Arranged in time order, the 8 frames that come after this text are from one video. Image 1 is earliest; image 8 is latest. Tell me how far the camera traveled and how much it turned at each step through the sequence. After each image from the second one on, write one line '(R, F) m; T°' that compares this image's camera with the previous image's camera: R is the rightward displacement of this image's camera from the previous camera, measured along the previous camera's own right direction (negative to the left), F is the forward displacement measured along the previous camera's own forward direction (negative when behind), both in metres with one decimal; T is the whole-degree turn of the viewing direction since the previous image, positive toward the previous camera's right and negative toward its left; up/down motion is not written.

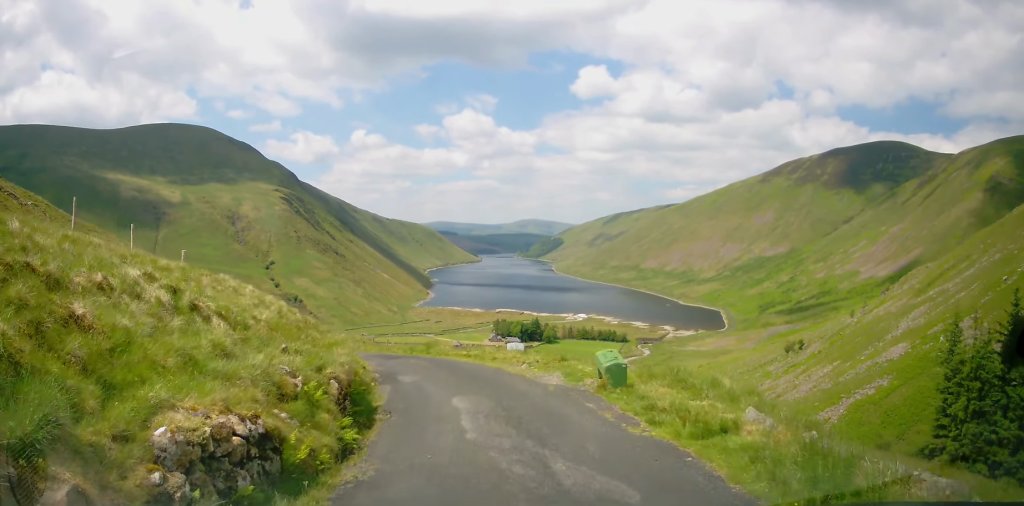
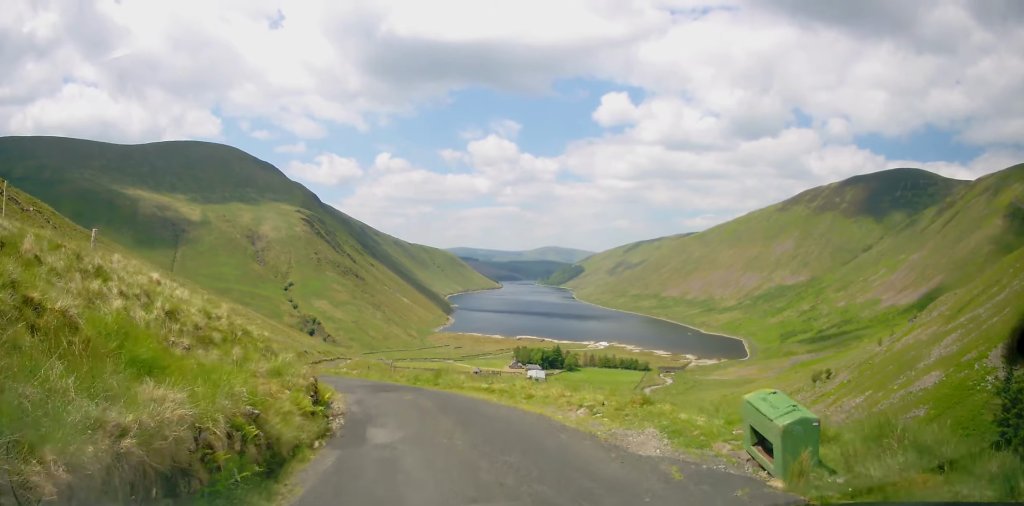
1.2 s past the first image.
(-0.1, +6.7) m; -2°
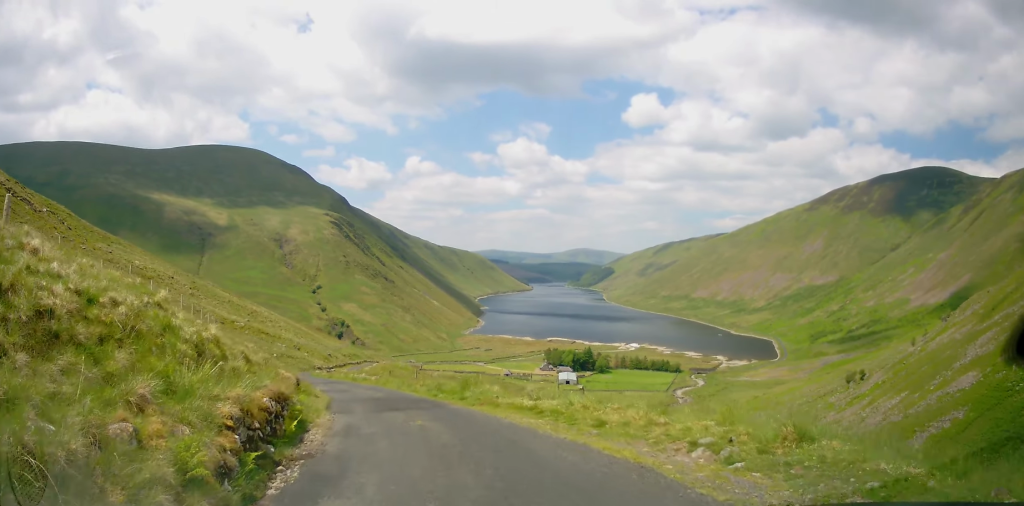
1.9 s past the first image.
(0.0, +4.4) m; -2°
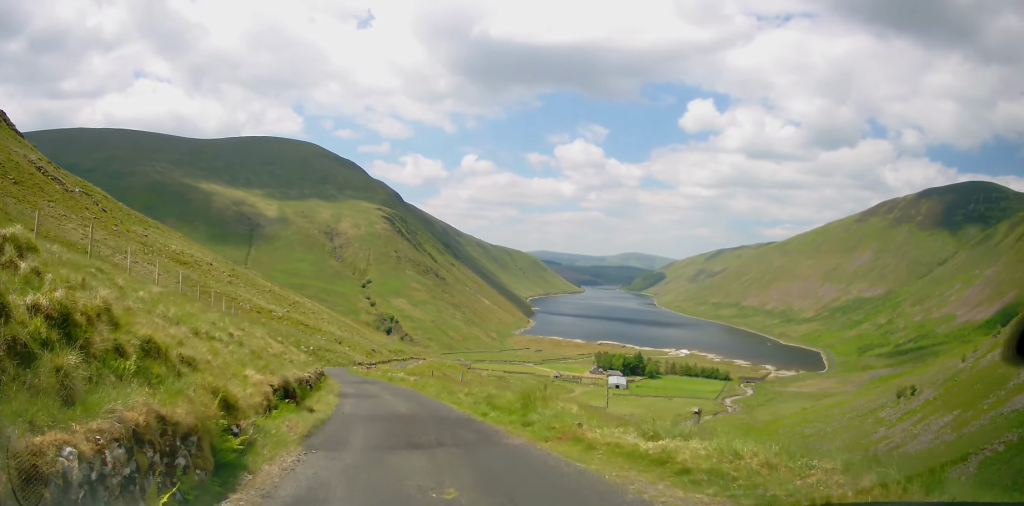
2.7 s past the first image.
(-0.1, +5.1) m; -2°
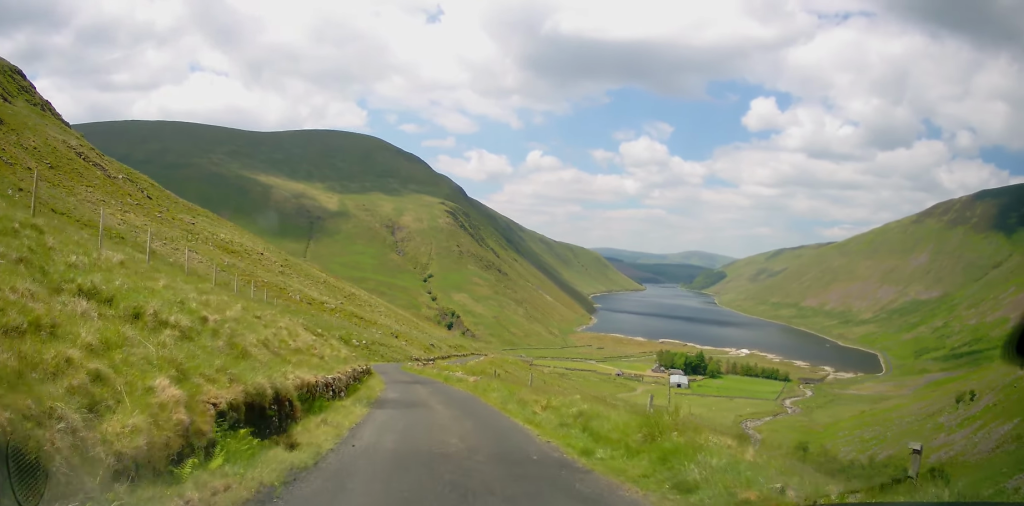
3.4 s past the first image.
(0.0, +4.8) m; -4°
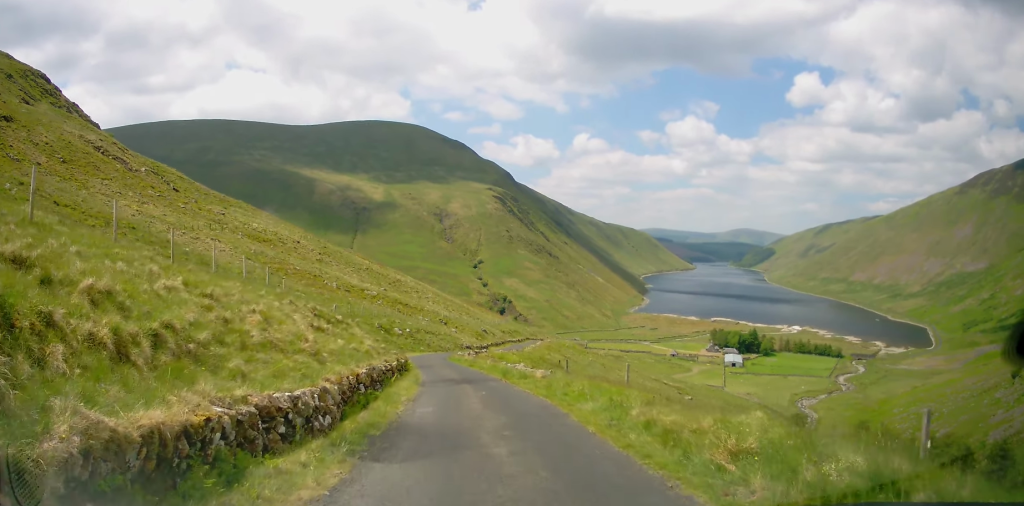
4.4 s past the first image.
(-0.5, +7.2) m; -6°
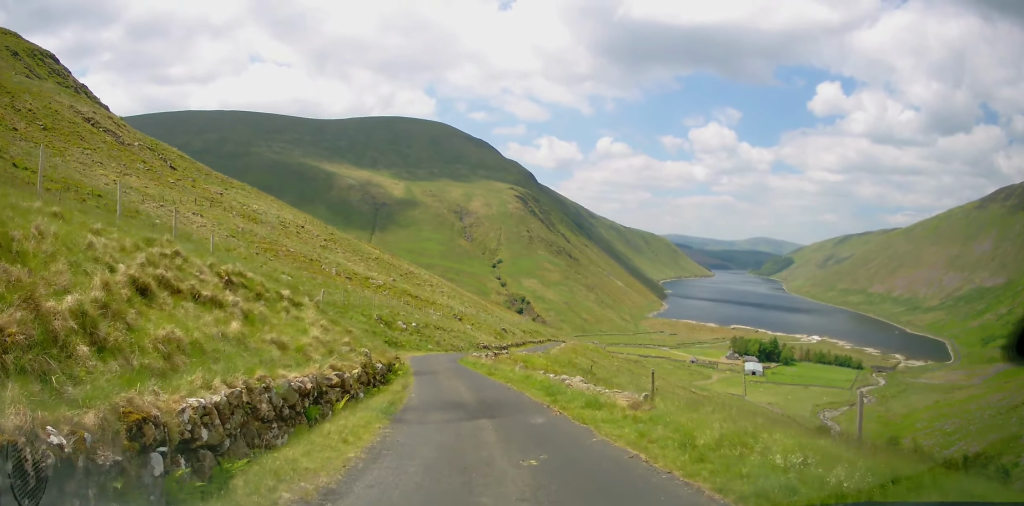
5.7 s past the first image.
(-0.3, +9.7) m; -2°
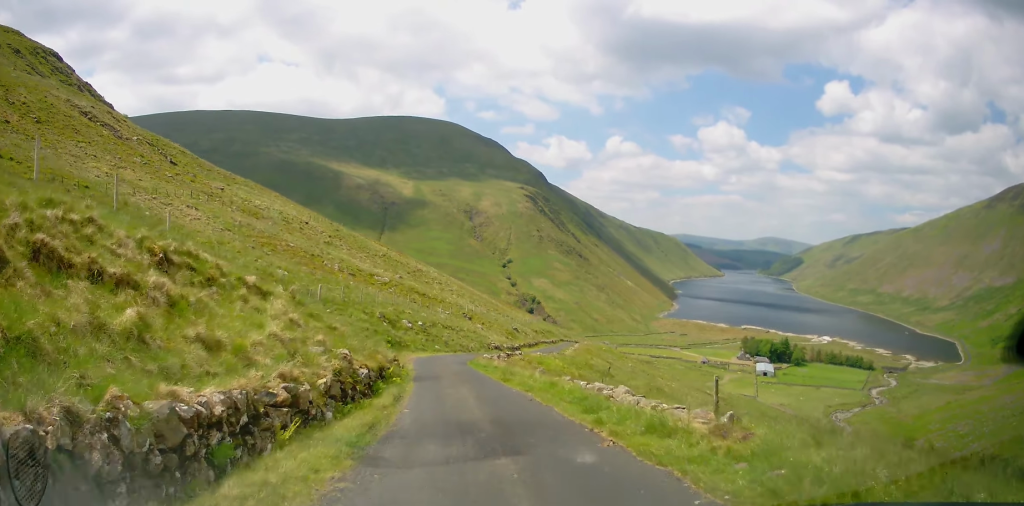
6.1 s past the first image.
(0.0, +3.4) m; 0°
